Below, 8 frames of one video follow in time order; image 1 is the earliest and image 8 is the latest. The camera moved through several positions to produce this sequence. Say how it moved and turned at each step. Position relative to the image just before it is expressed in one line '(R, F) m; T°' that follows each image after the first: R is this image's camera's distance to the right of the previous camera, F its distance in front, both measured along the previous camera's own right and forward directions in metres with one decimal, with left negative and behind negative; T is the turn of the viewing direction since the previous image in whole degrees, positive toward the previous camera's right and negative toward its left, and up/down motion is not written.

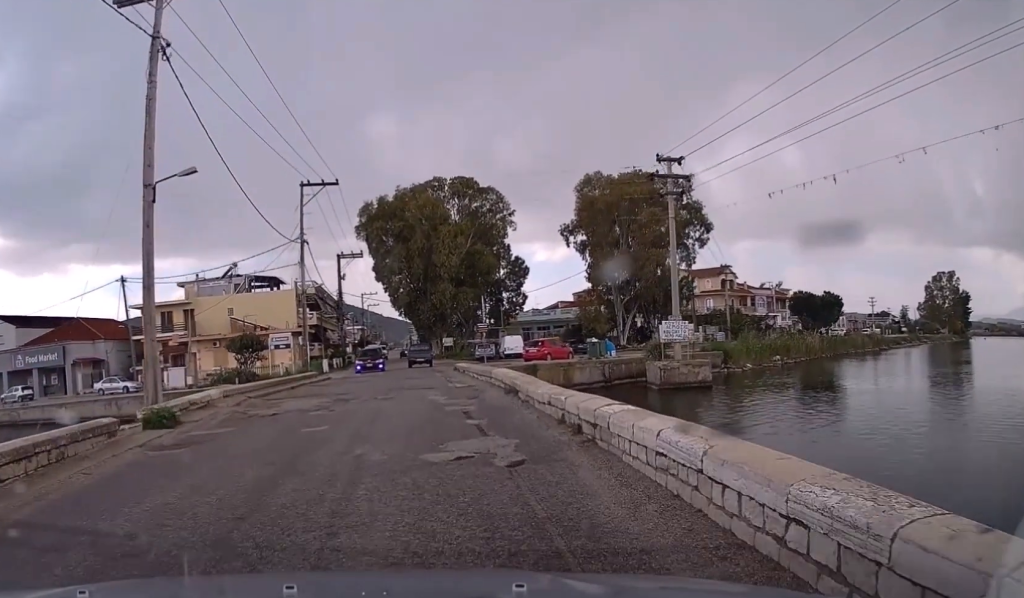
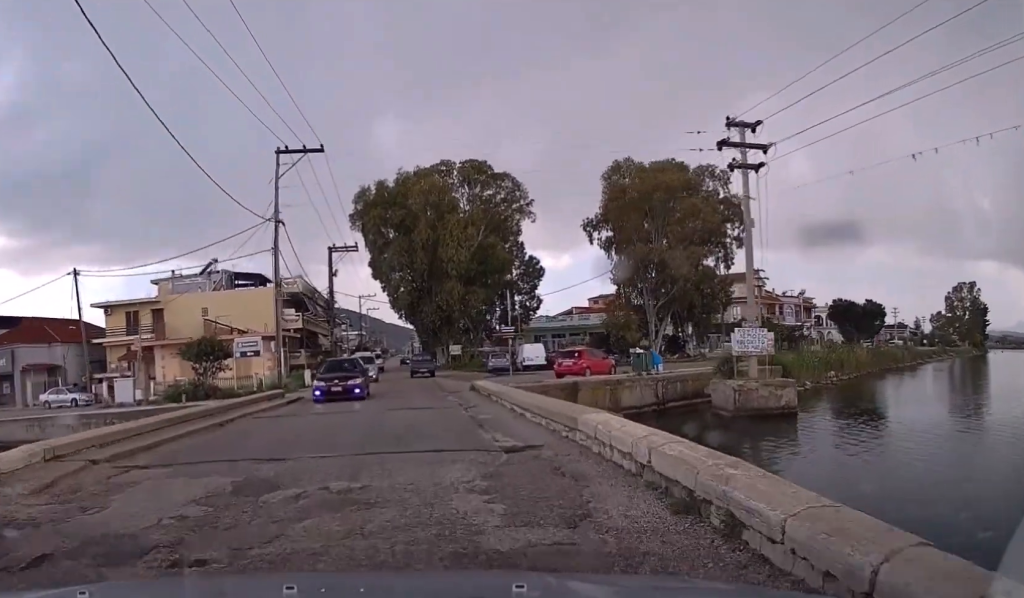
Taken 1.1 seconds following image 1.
(-0.1, +10.1) m; 0°
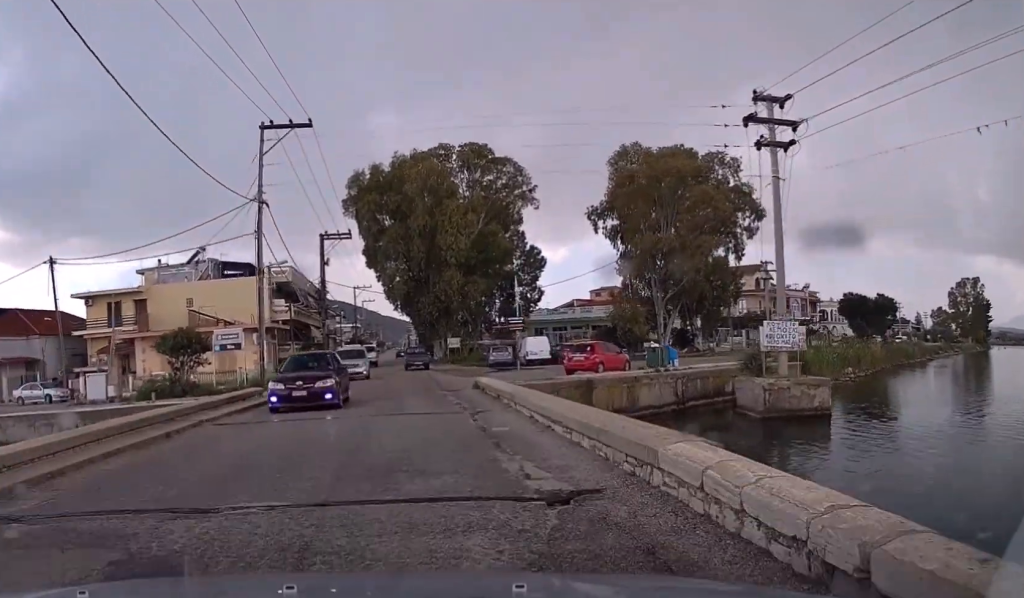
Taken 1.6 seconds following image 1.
(0.0, +3.5) m; 0°
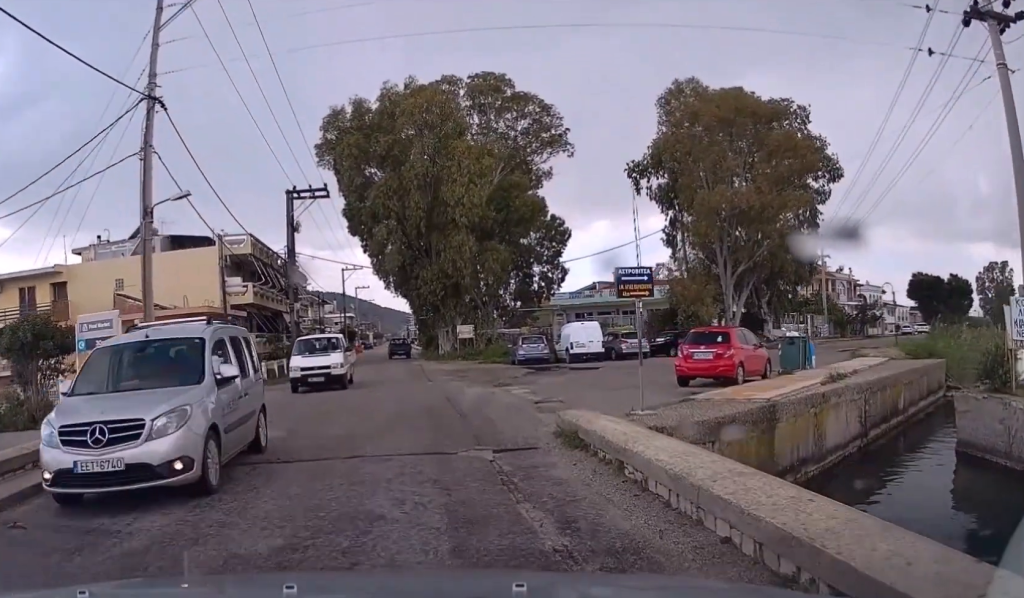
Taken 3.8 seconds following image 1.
(0.0, +15.3) m; 0°
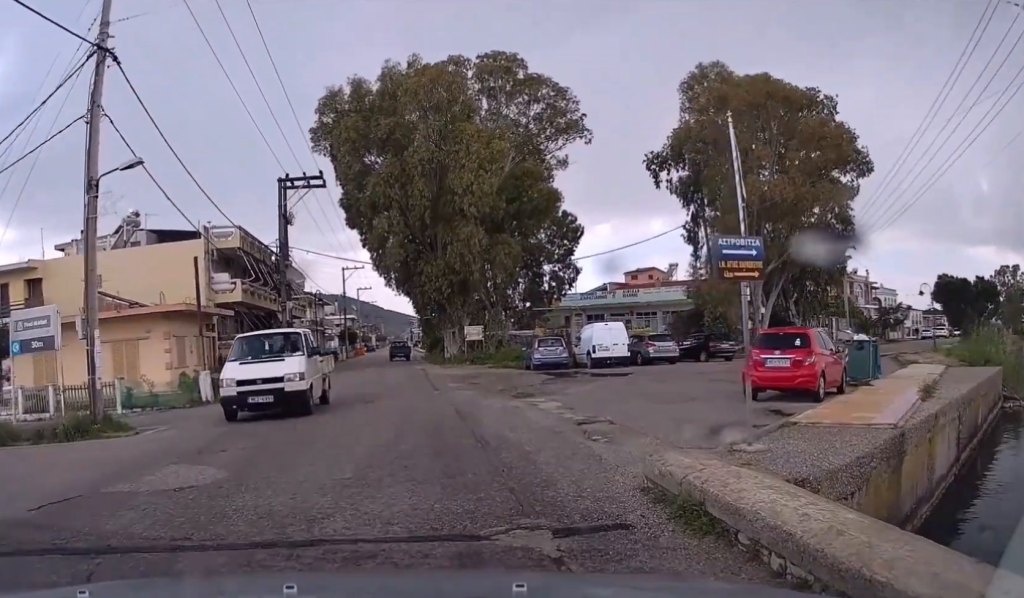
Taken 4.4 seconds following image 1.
(+0.2, +4.0) m; 0°
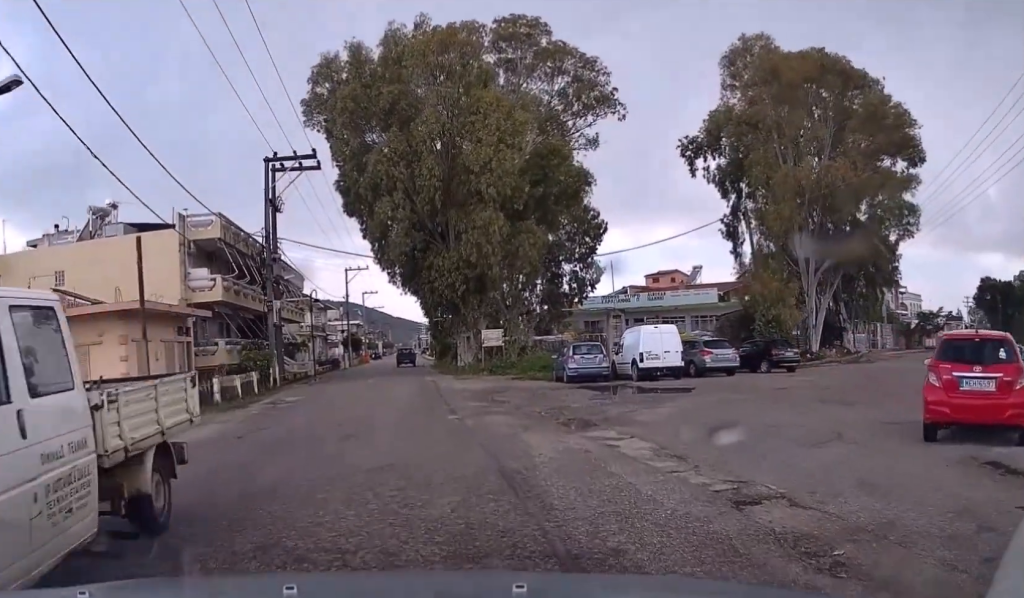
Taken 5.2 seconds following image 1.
(-0.3, +6.0) m; -2°
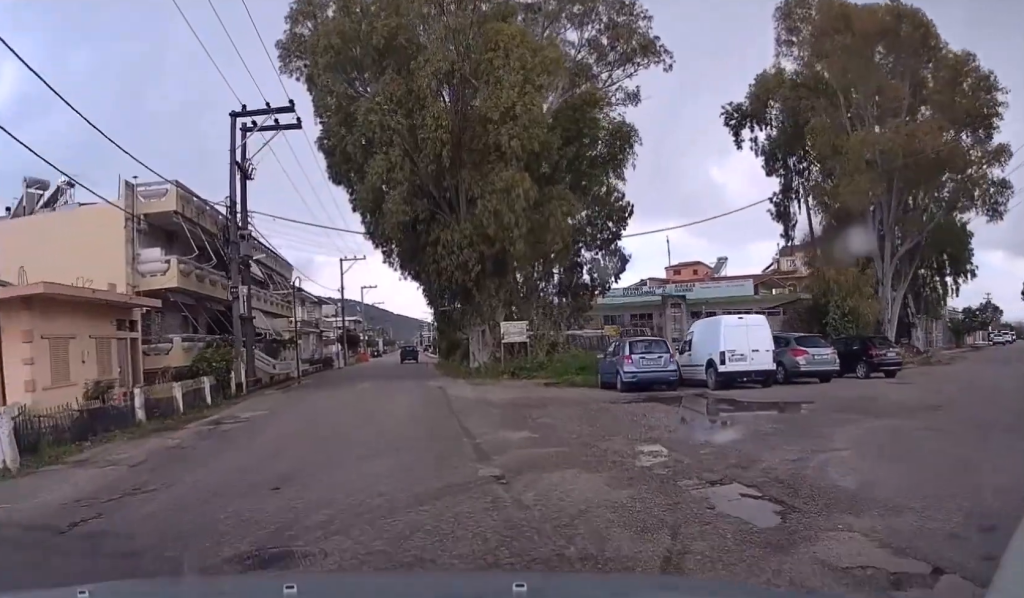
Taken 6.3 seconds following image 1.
(0.0, +7.4) m; 0°
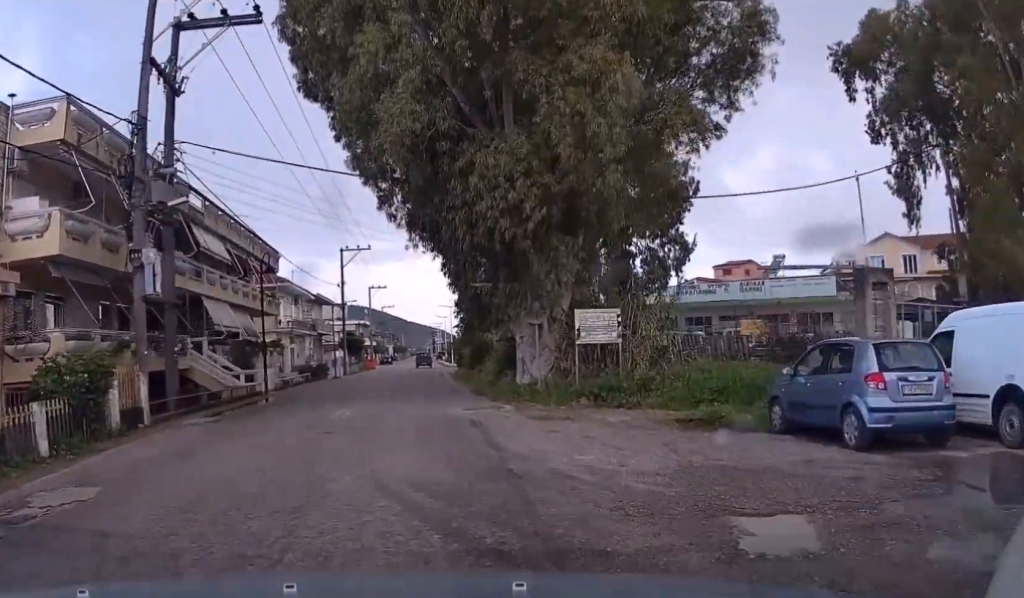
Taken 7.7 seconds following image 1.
(+0.1, +11.1) m; +1°
